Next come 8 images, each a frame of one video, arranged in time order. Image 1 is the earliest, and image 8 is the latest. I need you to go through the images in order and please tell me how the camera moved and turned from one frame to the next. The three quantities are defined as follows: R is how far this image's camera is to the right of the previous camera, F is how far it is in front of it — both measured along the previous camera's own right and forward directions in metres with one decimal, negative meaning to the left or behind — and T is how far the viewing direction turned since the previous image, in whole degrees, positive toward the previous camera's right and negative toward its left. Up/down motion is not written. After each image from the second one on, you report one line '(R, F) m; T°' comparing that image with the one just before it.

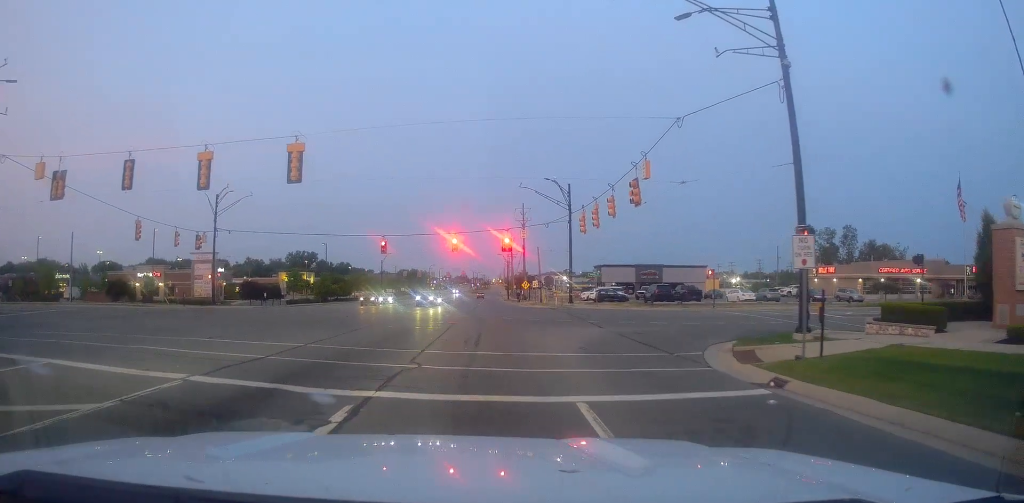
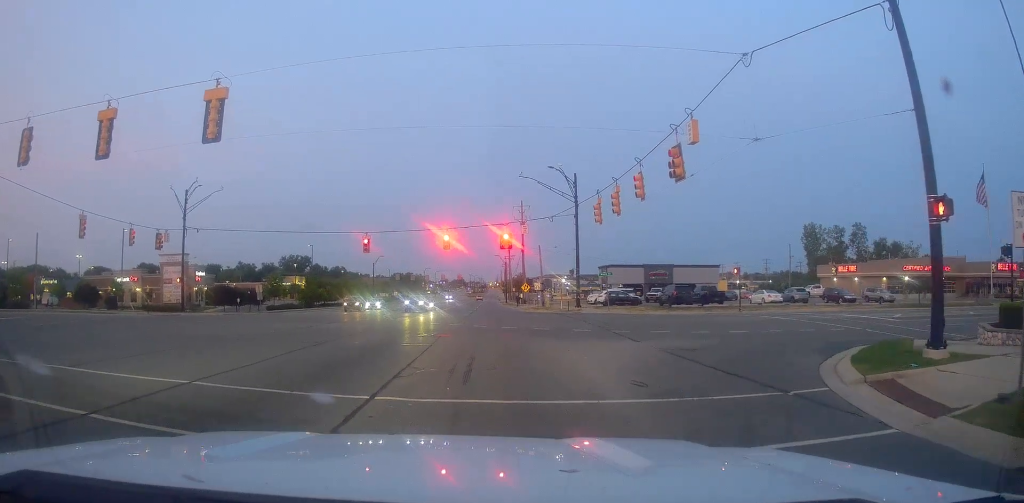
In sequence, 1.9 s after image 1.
(-0.9, +13.0) m; -3°
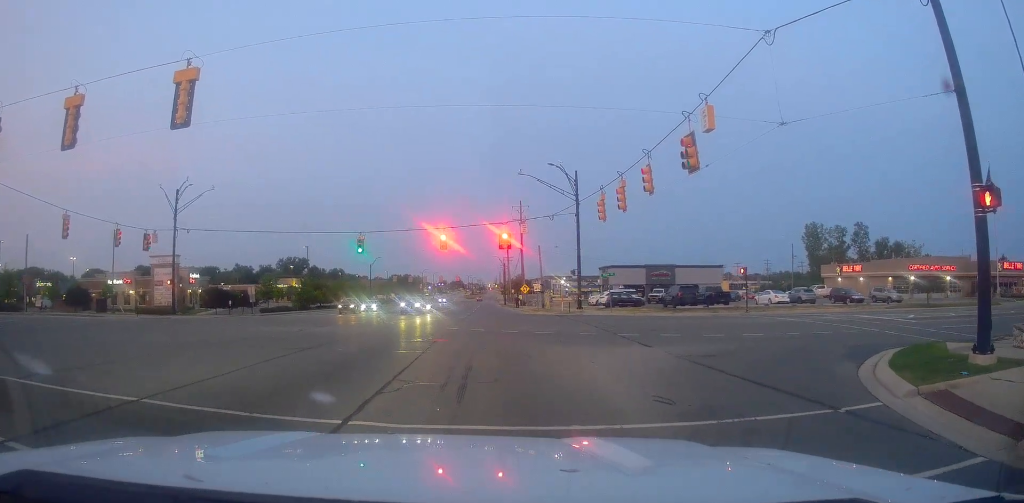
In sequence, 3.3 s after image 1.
(+0.4, +5.1) m; +4°
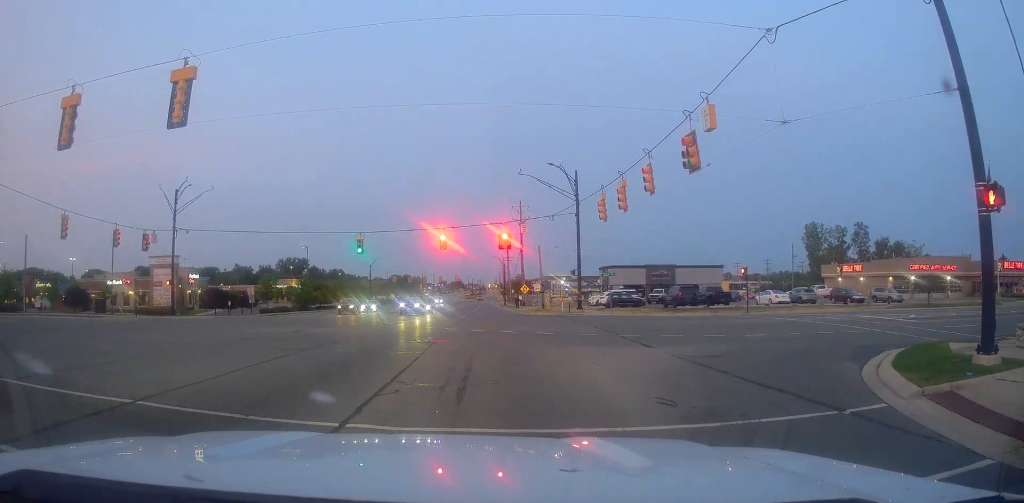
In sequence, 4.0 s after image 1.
(0.0, +0.2) m; 0°
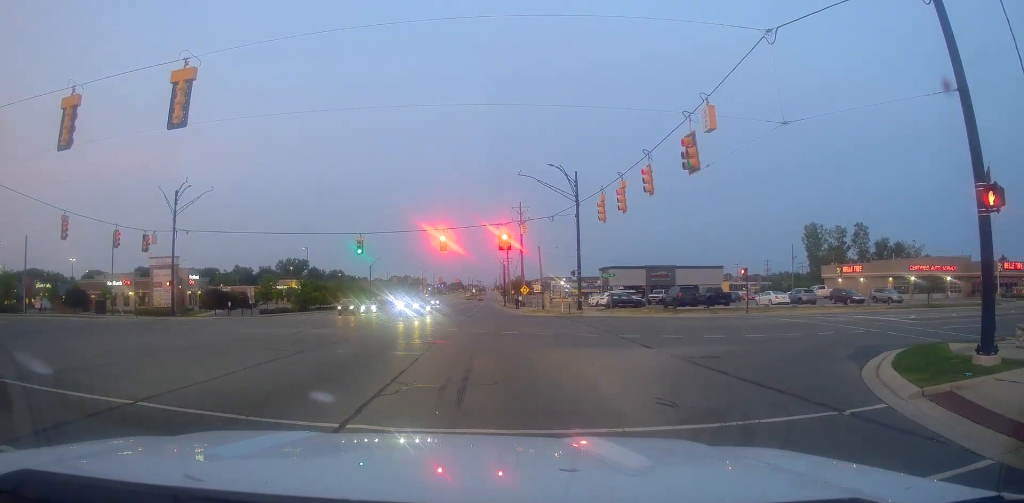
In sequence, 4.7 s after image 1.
(0.0, -0.2) m; 0°
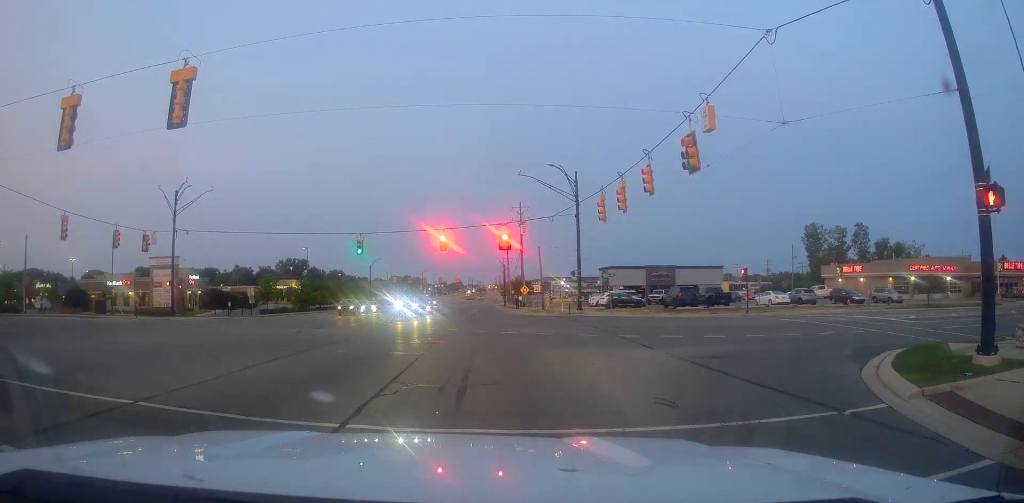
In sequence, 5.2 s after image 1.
(0.0, 0.0) m; 0°
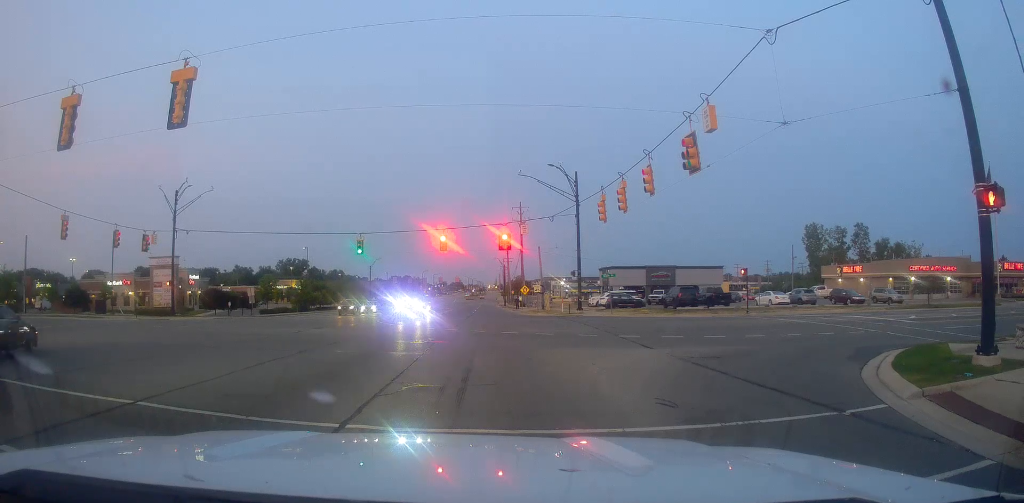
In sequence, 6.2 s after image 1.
(0.0, 0.0) m; 0°
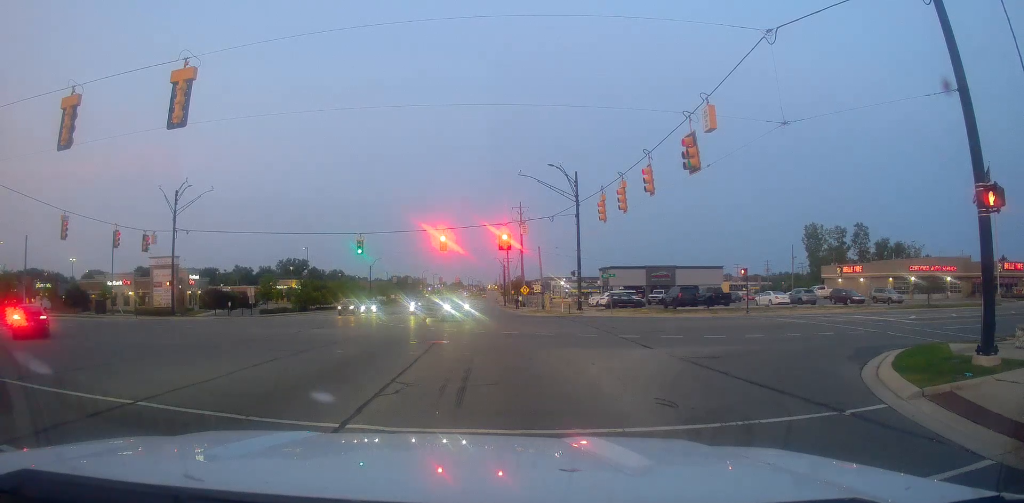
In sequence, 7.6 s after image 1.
(0.0, 0.0) m; 0°
